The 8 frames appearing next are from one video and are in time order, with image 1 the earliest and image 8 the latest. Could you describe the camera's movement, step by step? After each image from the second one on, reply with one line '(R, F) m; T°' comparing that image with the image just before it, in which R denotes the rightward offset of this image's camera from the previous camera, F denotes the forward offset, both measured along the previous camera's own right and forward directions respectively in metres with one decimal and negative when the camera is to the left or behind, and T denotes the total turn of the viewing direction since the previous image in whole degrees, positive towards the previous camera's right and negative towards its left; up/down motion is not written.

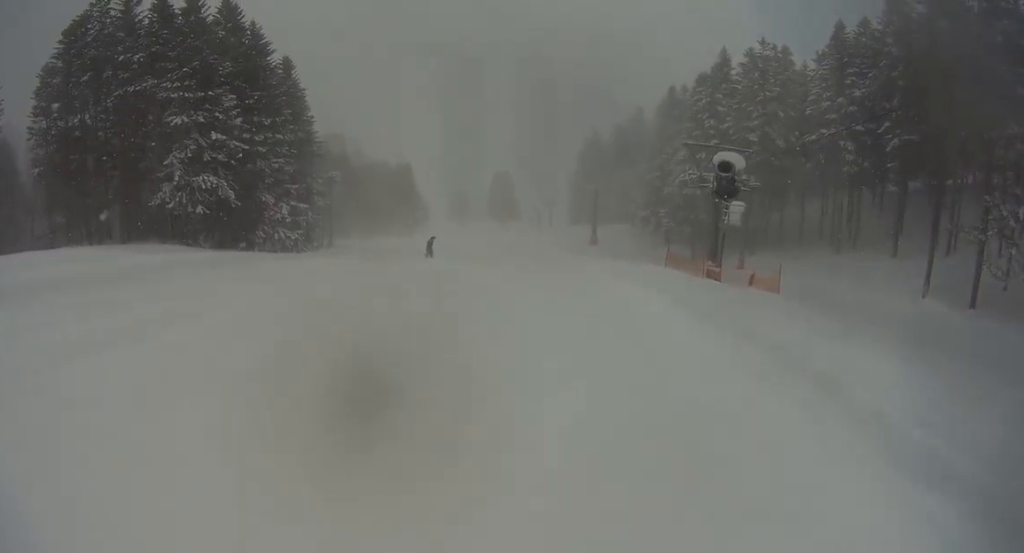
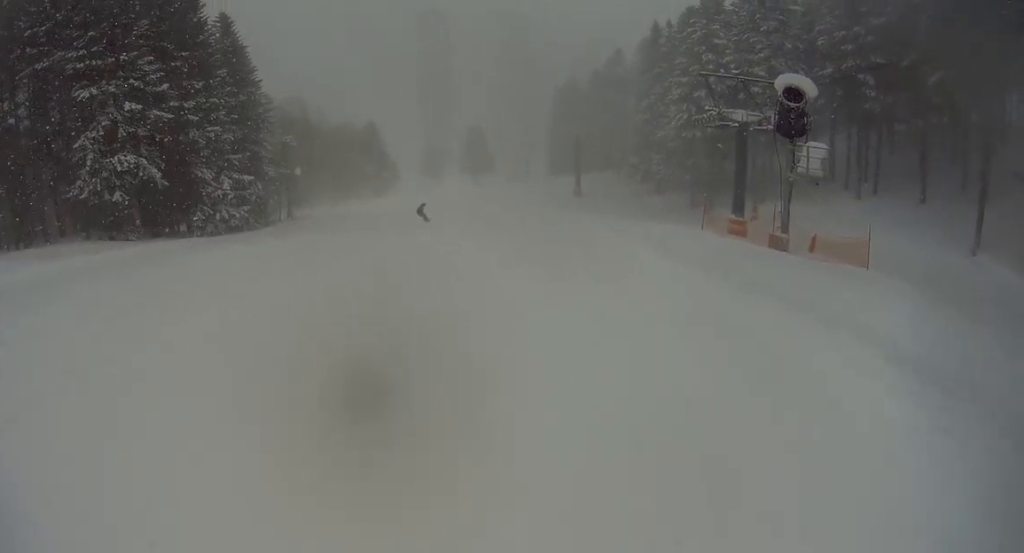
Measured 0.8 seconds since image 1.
(+0.7, +7.5) m; +11°
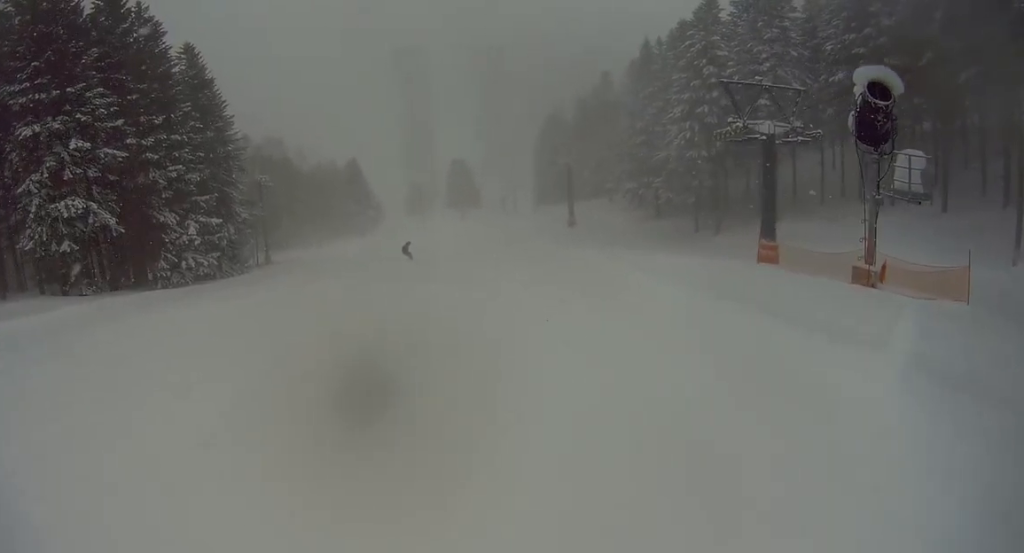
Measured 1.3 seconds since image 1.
(0.0, +4.9) m; +7°
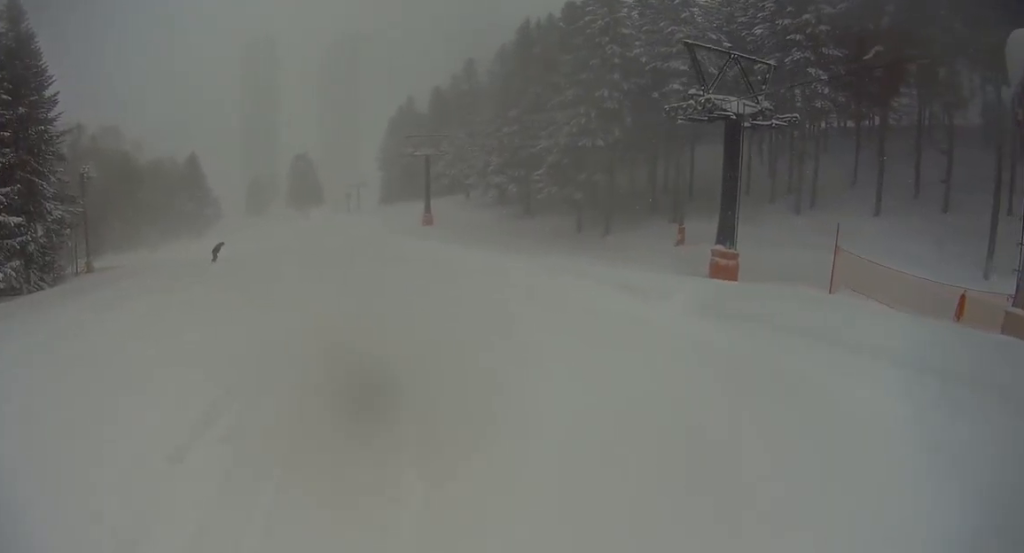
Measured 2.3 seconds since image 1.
(+1.1, +9.2) m; +7°
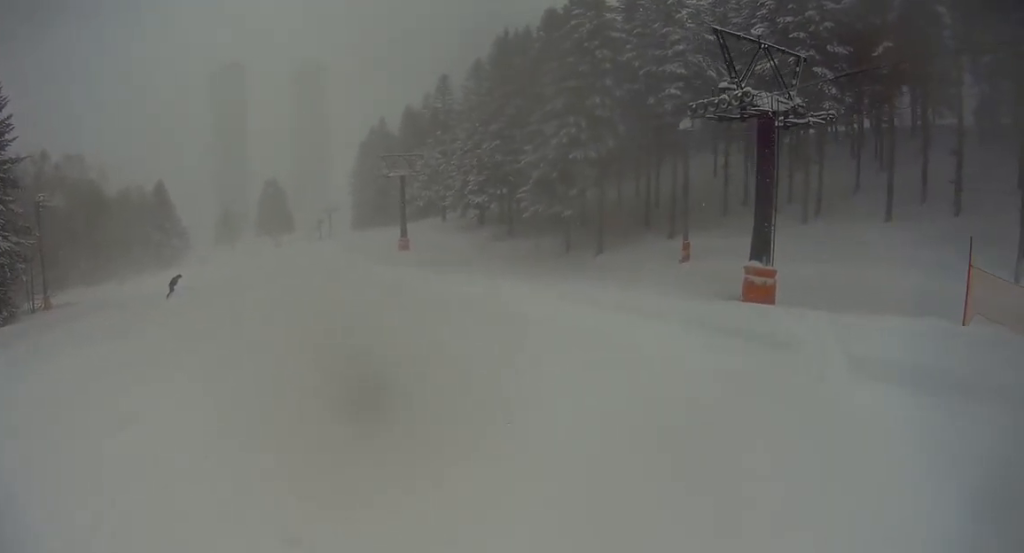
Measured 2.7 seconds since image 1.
(0.0, +4.3) m; 0°
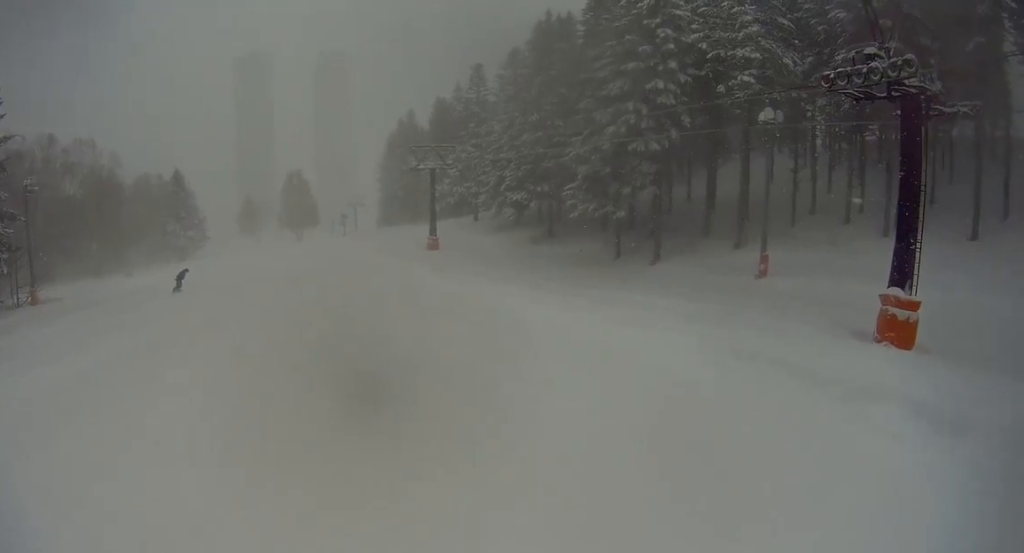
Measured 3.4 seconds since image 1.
(0.0, +6.6) m; -1°
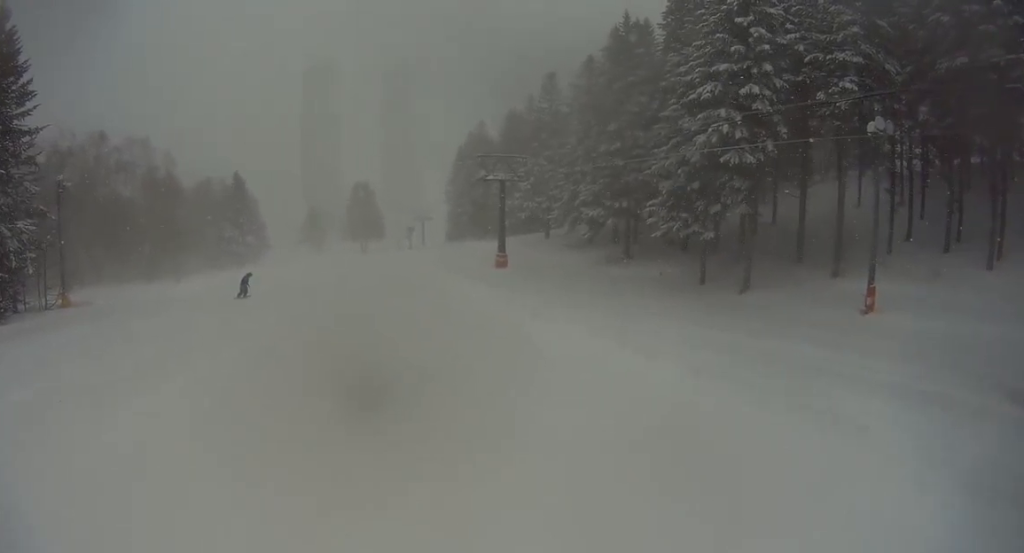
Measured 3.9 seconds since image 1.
(0.0, +4.9) m; -3°
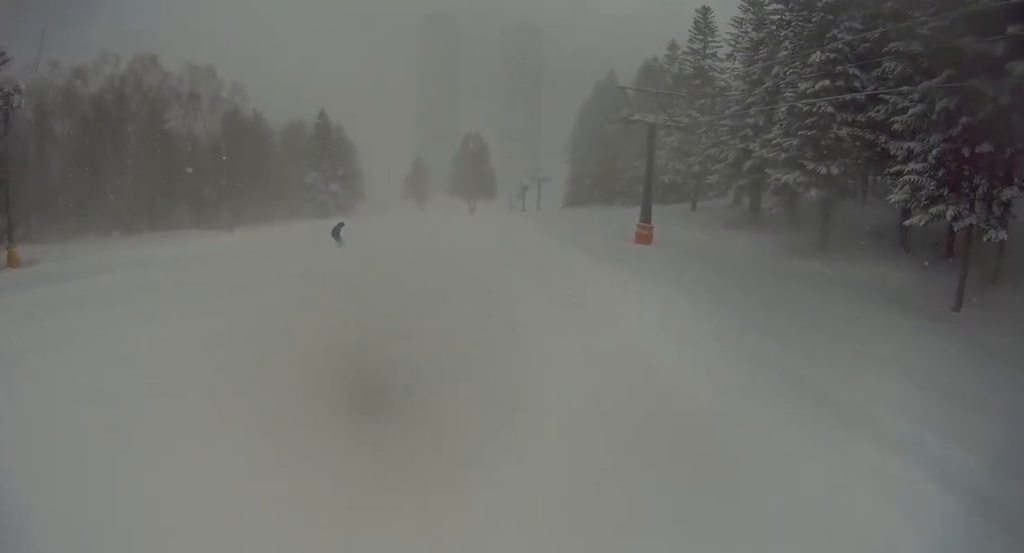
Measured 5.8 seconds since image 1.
(-2.1, +18.9) m; -9°
